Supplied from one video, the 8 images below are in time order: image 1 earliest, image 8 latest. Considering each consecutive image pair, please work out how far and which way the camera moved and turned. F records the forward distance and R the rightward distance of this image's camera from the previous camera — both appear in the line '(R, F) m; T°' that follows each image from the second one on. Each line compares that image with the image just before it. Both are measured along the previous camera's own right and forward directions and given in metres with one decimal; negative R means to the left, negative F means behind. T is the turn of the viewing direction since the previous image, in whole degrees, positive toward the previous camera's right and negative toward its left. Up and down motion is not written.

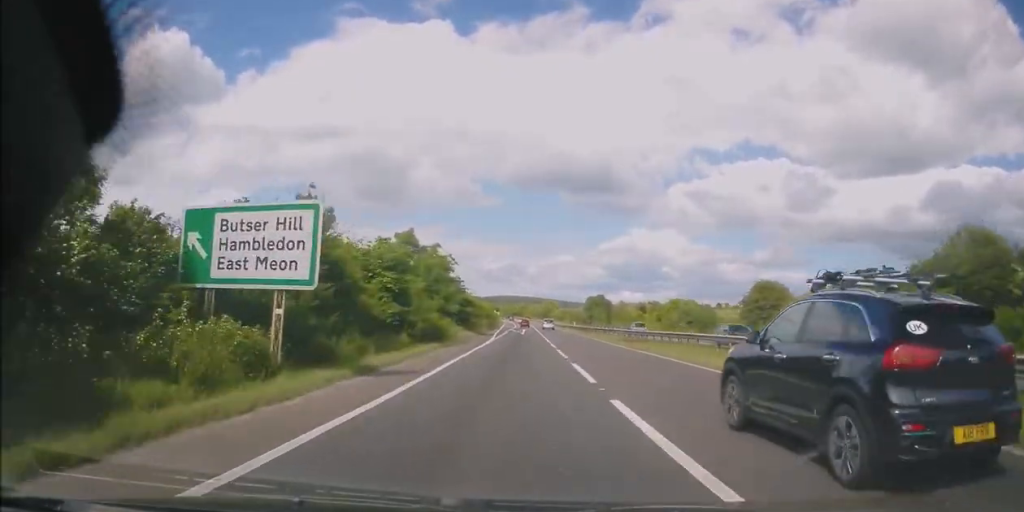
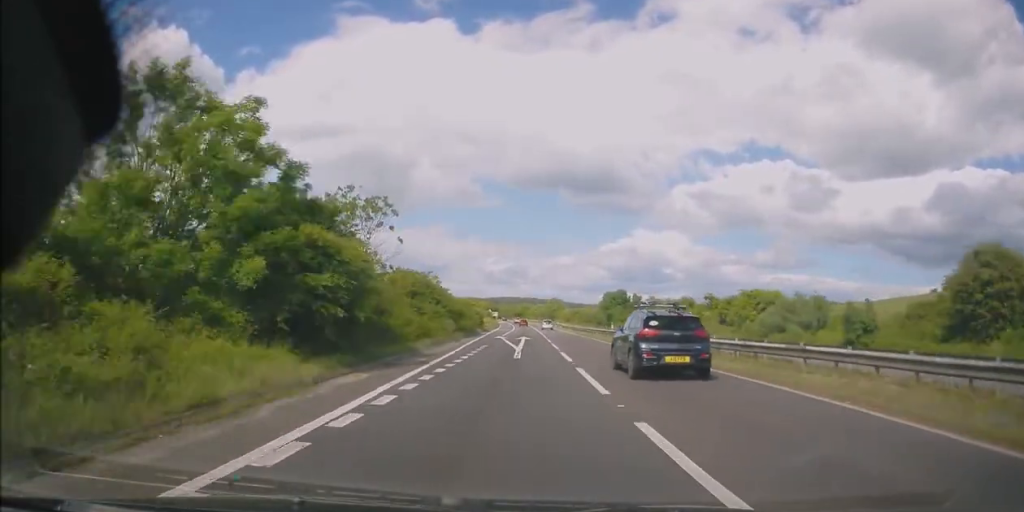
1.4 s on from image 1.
(+0.2, +35.5) m; 0°
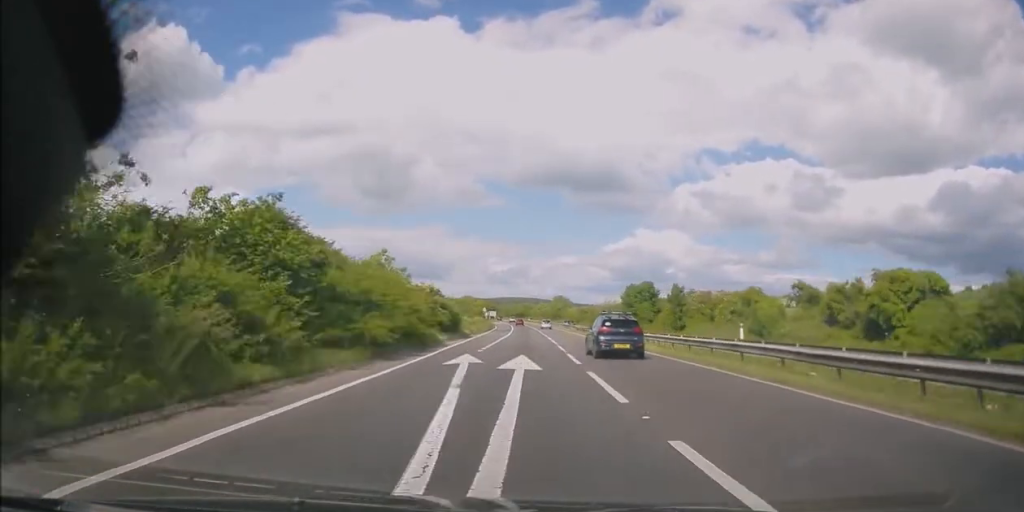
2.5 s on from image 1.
(-0.3, +28.7) m; 0°
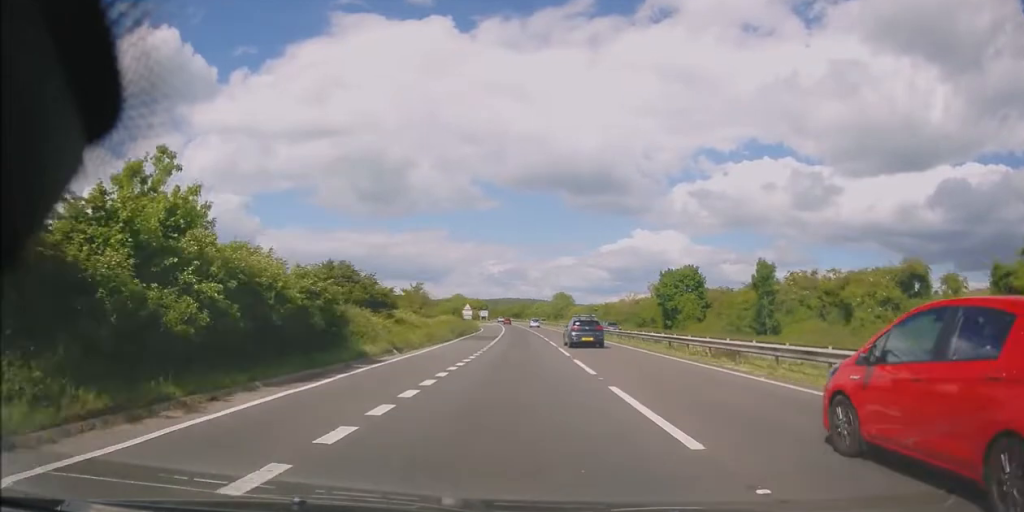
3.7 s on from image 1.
(+0.3, +31.1) m; +1°
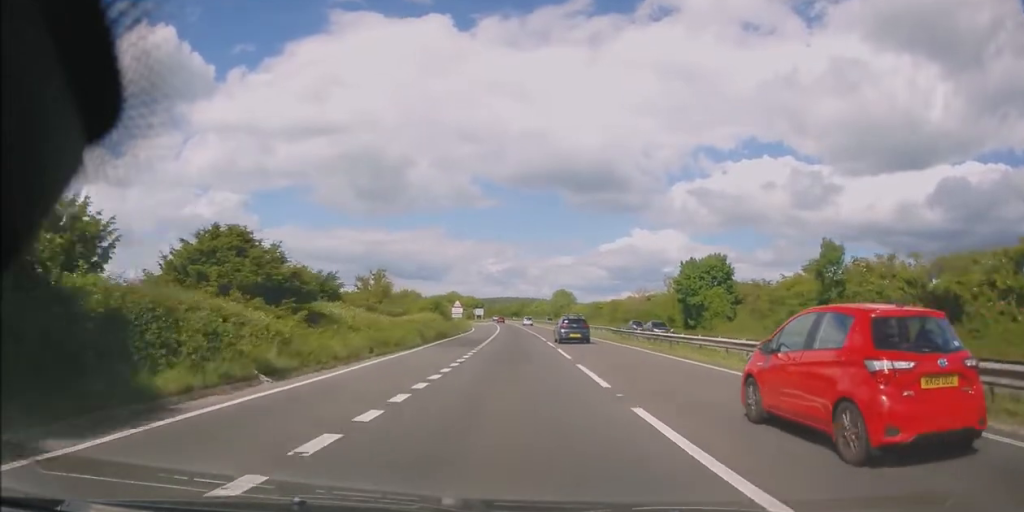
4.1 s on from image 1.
(0.0, +12.1) m; -1°
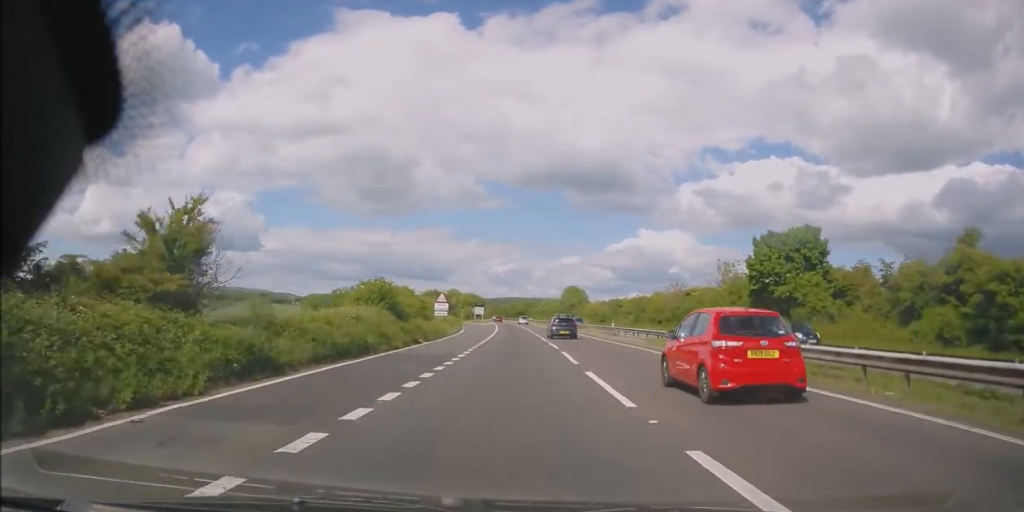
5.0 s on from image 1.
(-0.2, +21.6) m; -1°
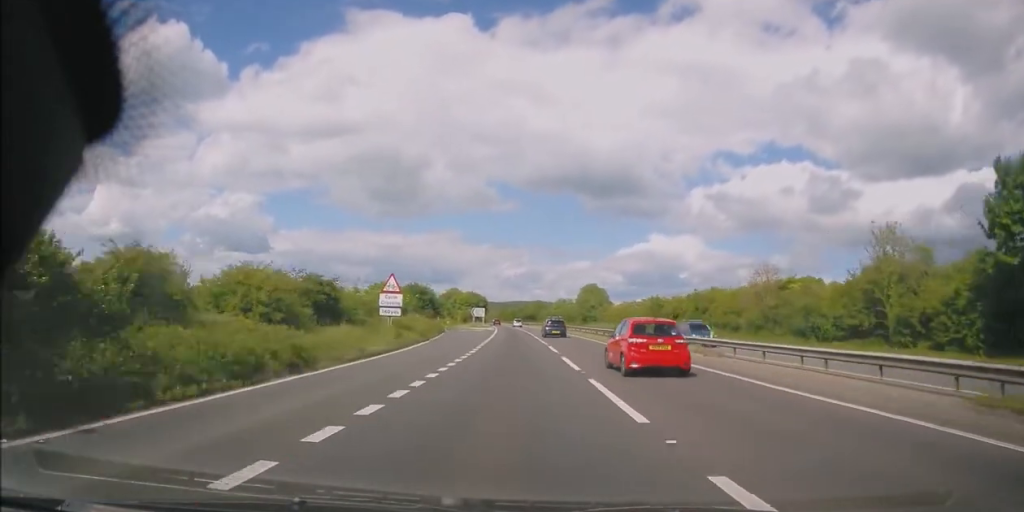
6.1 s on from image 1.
(-0.2, +28.4) m; 0°
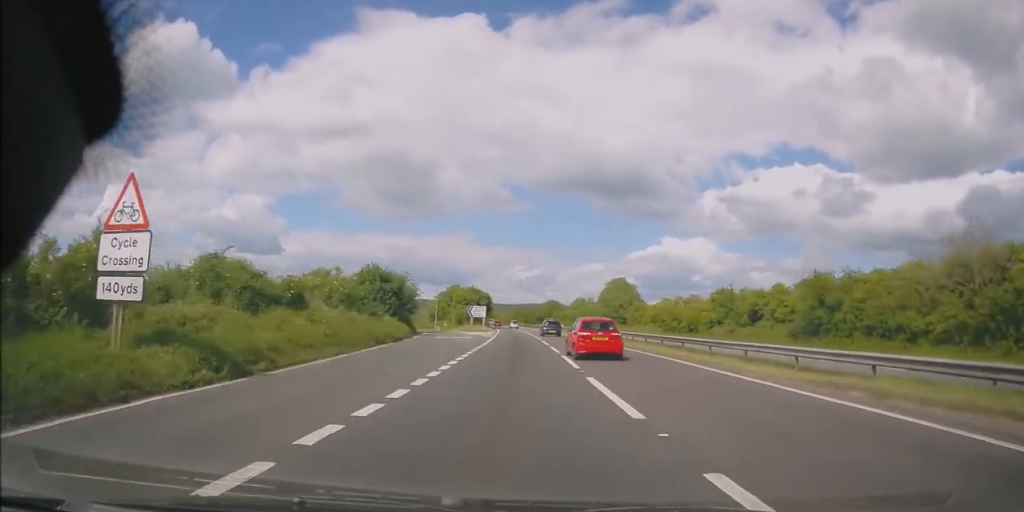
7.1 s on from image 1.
(+0.2, +27.4) m; 0°
